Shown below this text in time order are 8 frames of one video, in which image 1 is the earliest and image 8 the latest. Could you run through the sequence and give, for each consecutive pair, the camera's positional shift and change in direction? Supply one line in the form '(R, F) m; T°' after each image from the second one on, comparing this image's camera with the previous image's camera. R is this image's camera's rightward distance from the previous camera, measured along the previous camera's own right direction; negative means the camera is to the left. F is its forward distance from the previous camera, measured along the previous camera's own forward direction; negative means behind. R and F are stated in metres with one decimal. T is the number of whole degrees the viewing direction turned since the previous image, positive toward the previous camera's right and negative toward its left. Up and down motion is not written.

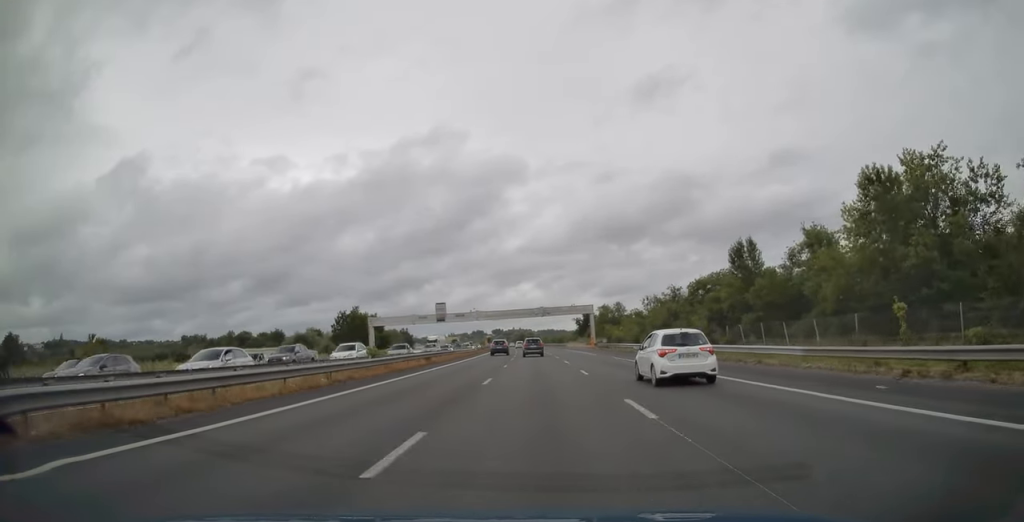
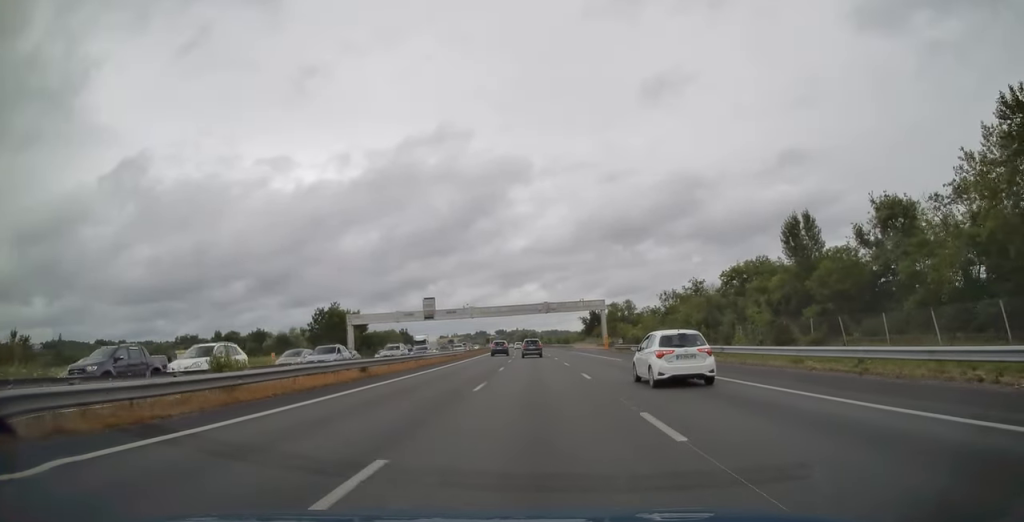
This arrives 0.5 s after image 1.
(+0.2, +15.1) m; 0°
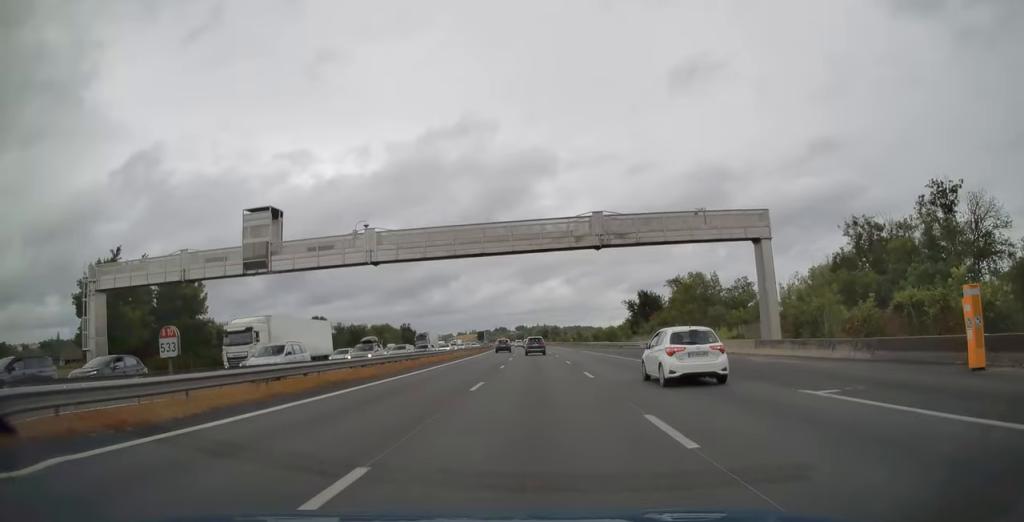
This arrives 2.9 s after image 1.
(-1.6, +66.0) m; -2°
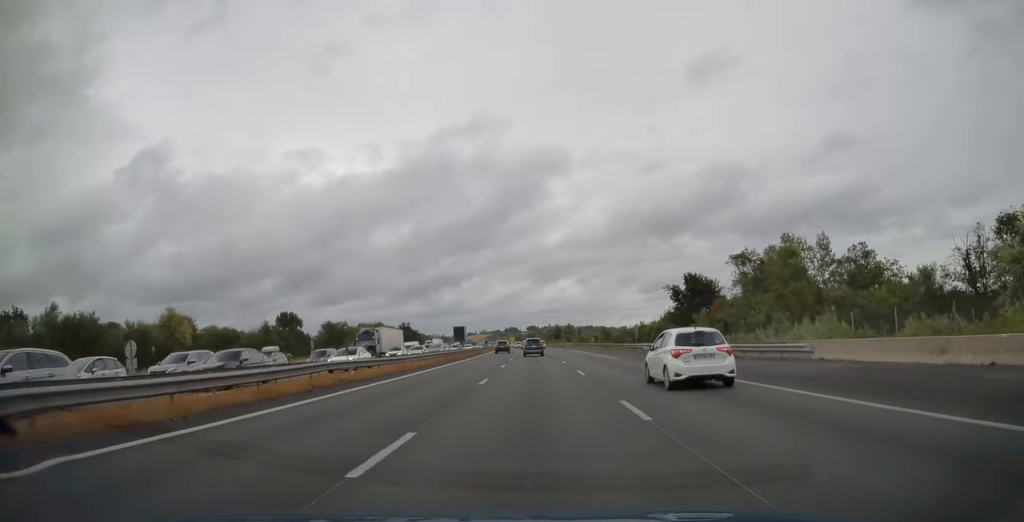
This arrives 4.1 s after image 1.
(-0.1, +36.9) m; -1°
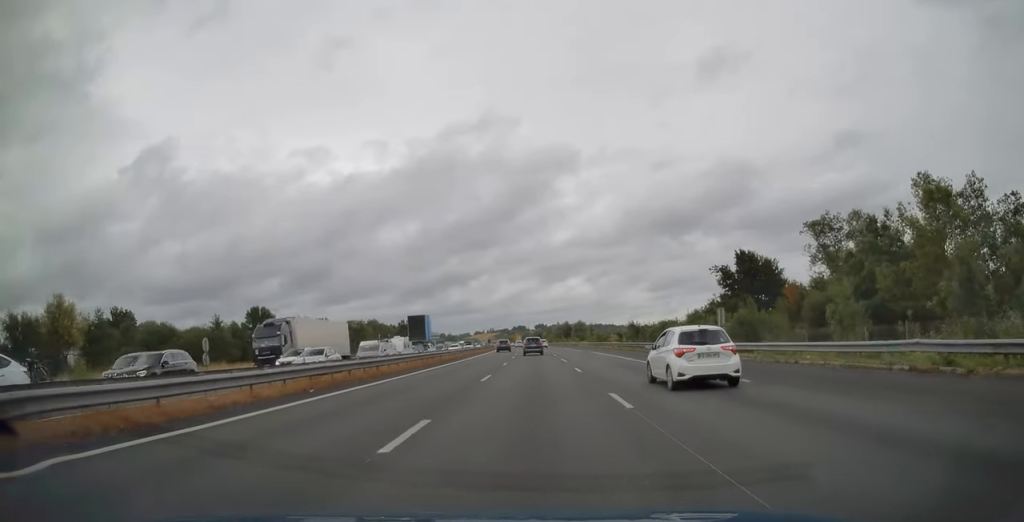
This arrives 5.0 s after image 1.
(-0.2, +24.7) m; -1°
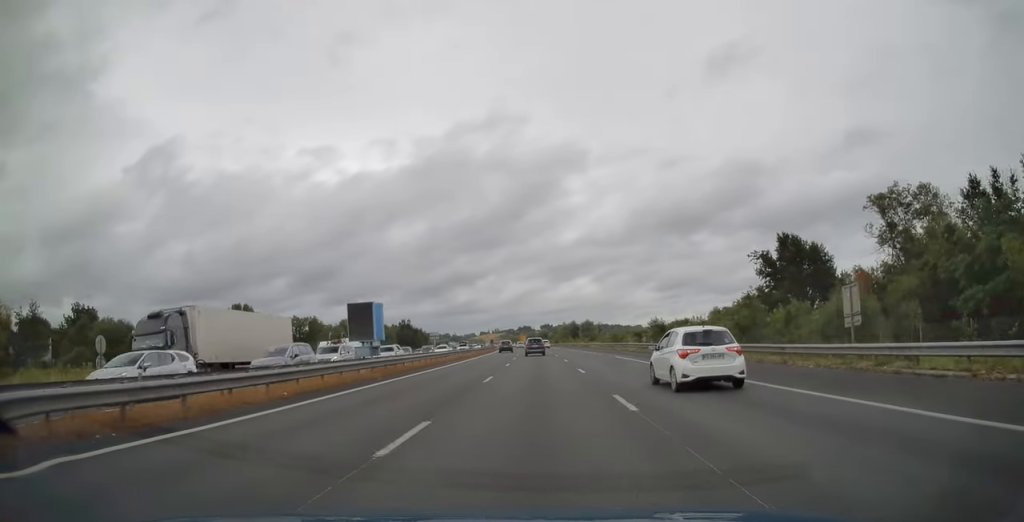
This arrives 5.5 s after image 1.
(-0.1, +13.3) m; -1°
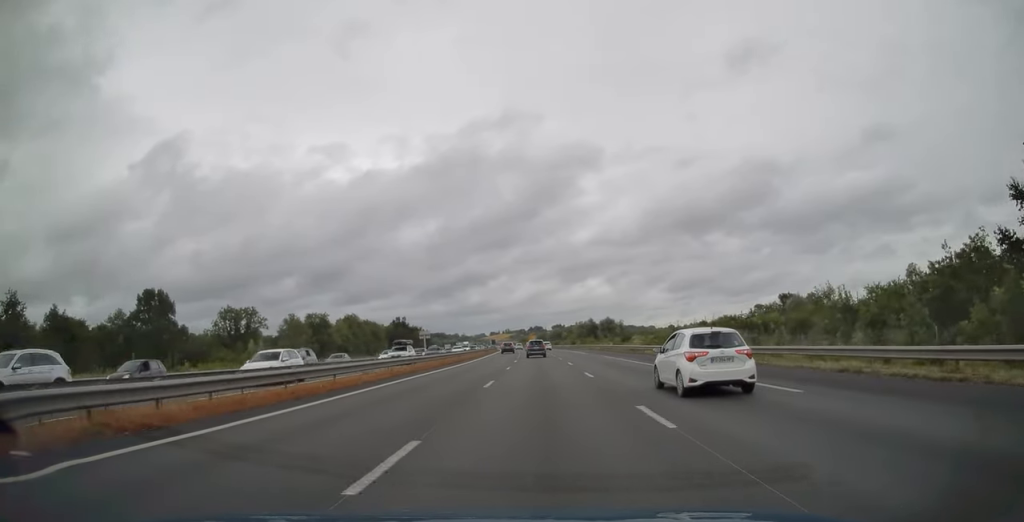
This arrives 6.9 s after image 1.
(-0.4, +41.4) m; -1°
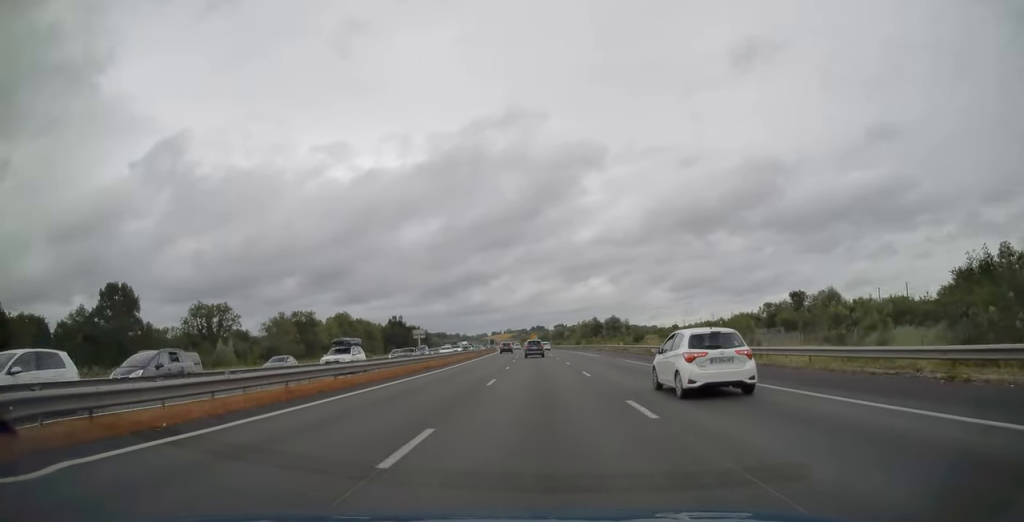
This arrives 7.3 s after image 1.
(0.0, +11.9) m; 0°
